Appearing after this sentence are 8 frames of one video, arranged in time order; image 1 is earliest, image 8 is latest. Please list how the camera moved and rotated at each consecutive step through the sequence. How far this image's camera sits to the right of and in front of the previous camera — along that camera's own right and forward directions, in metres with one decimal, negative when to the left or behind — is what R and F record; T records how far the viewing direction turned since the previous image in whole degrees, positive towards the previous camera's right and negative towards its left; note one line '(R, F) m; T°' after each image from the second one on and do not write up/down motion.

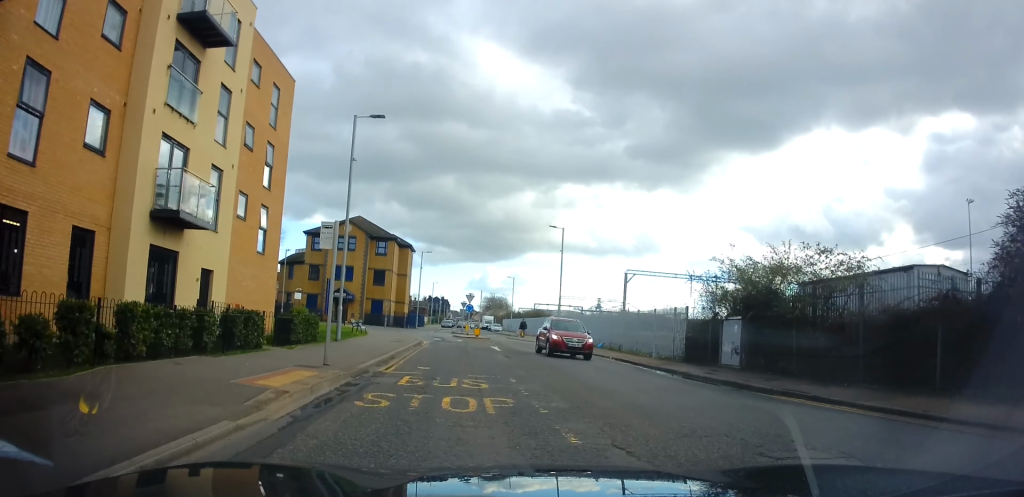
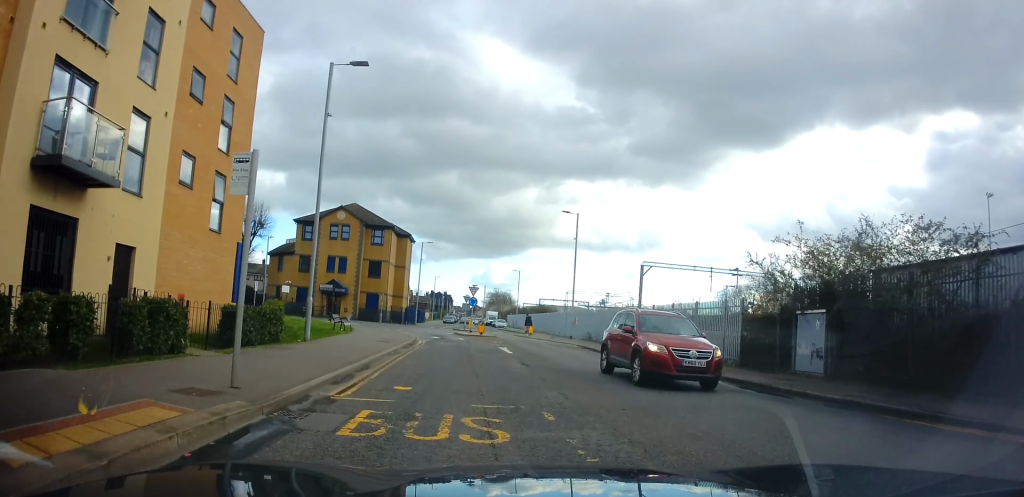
(-0.1, +5.1) m; -1°
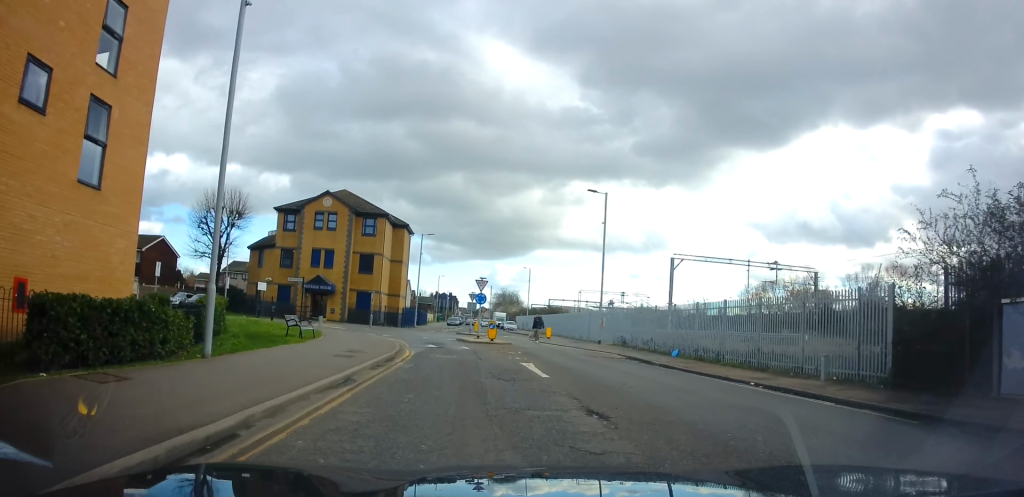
(-0.2, +7.9) m; -2°
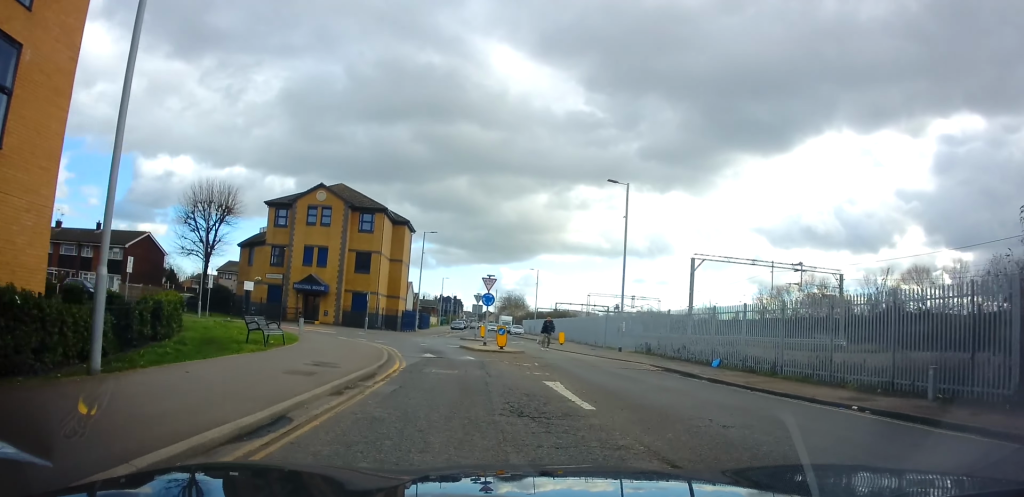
(0.0, +4.0) m; -1°
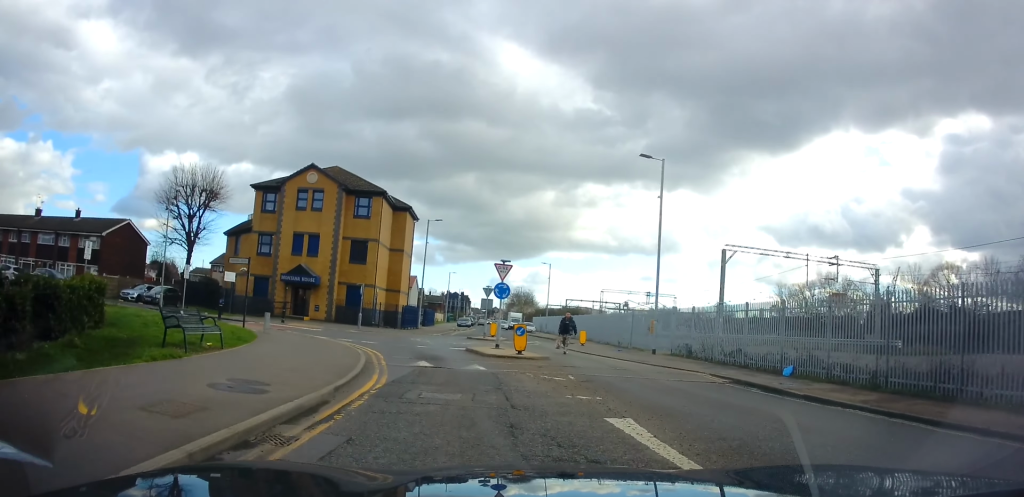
(0.0, +4.8) m; 0°
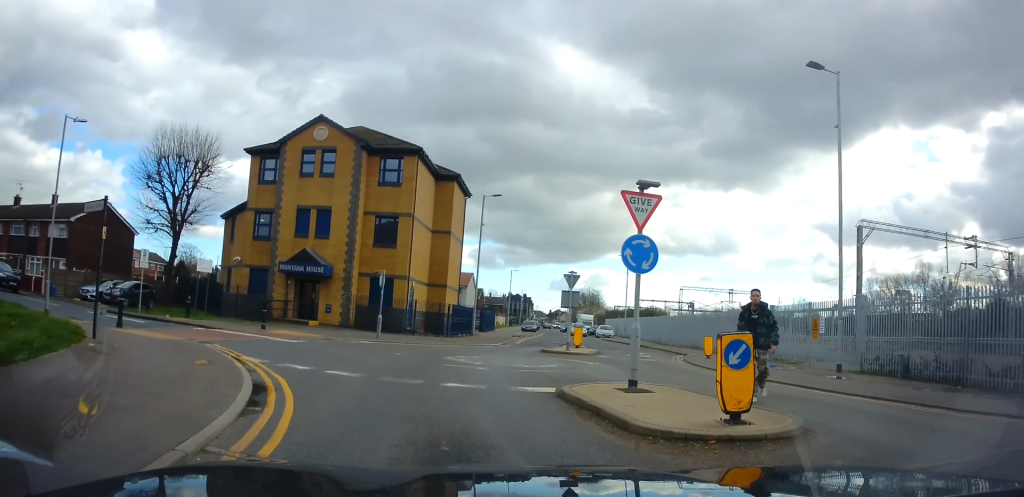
(-0.3, +11.6) m; -6°
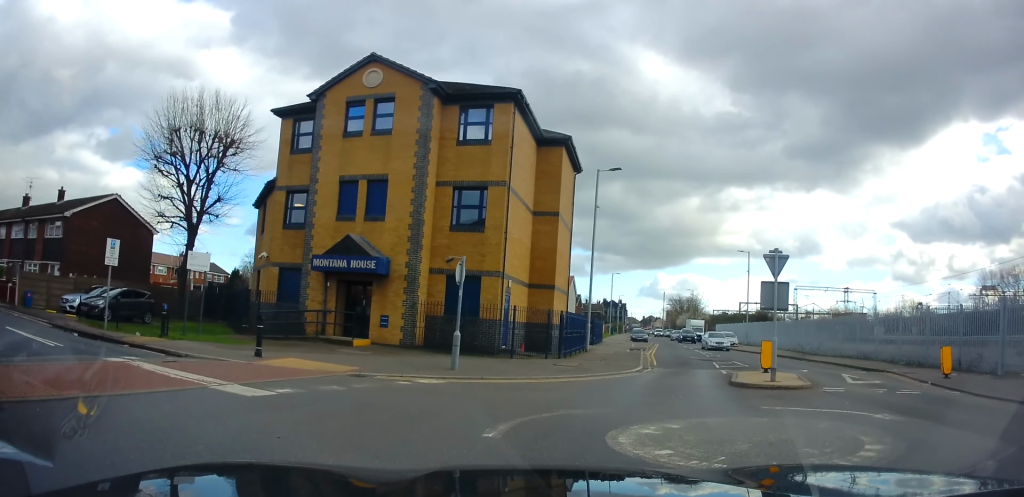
(-0.8, +9.5) m; -5°
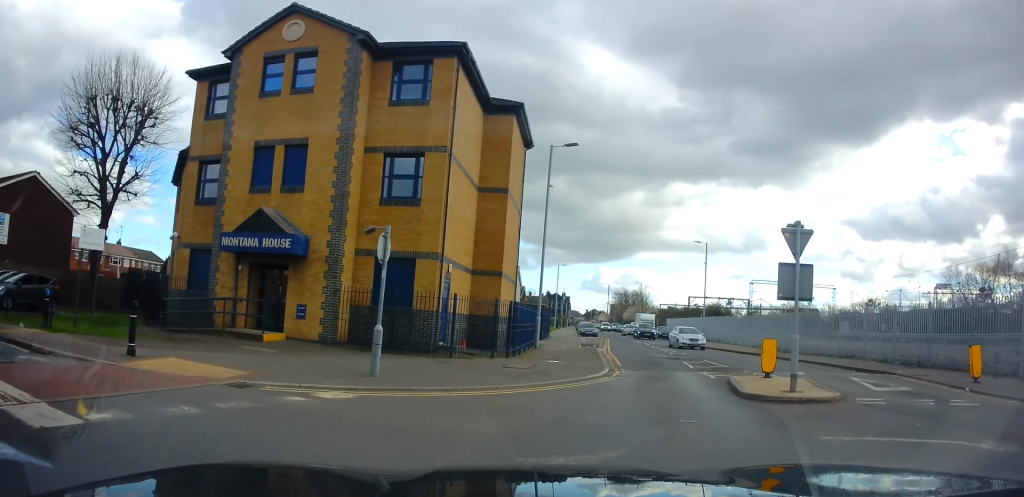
(0.0, +3.1) m; +6°
